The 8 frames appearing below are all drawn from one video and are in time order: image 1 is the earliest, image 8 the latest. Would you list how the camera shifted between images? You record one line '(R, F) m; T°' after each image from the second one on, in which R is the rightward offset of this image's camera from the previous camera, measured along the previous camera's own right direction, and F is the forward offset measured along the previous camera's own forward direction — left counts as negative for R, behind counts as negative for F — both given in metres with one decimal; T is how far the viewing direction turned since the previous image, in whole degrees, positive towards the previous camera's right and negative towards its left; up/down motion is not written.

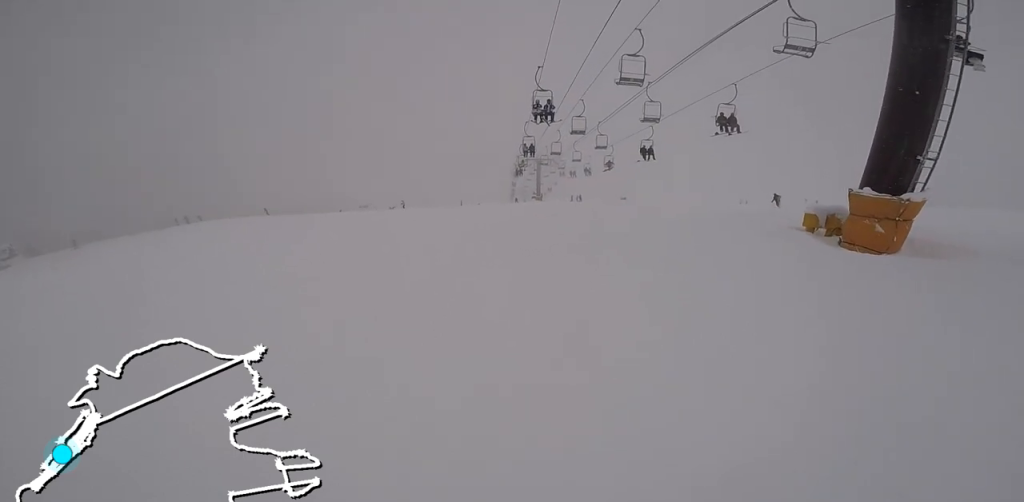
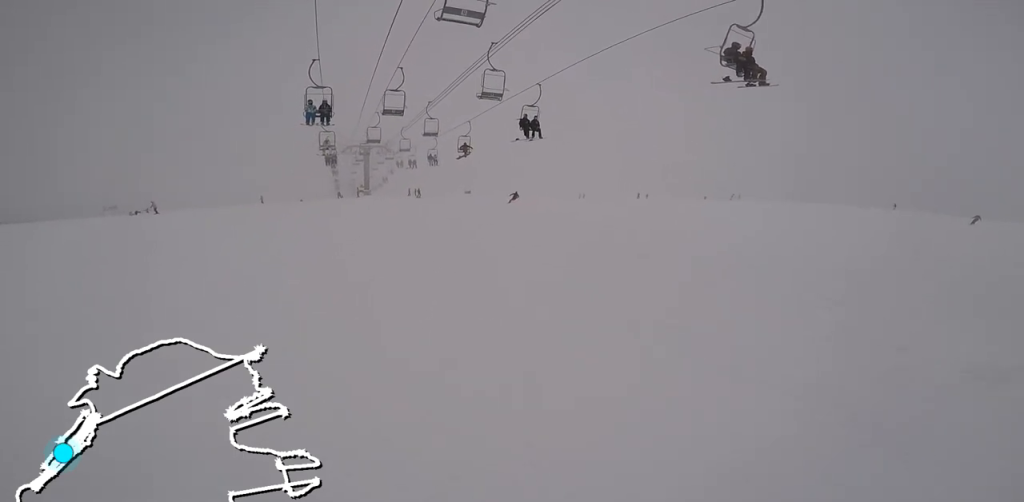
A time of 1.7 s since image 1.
(+2.6, +10.8) m; +12°
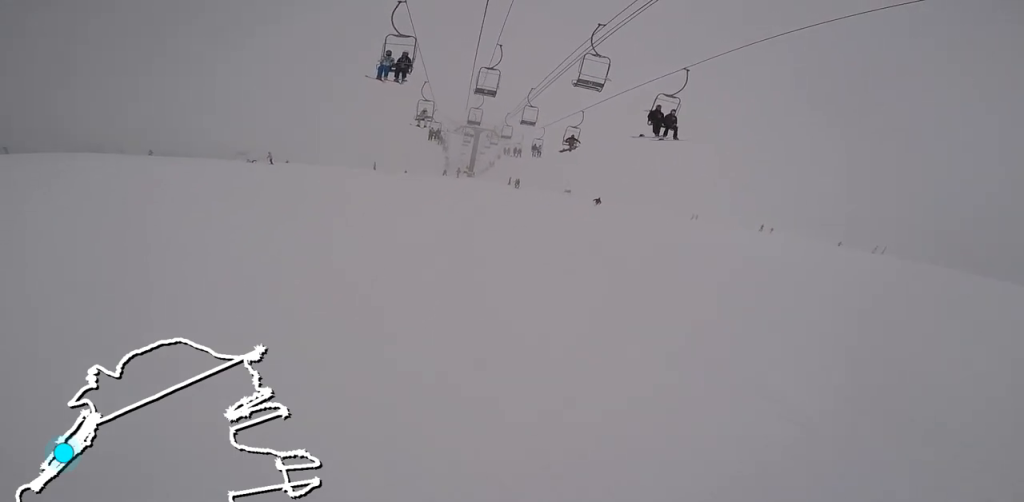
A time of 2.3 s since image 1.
(-0.1, +3.7) m; -7°
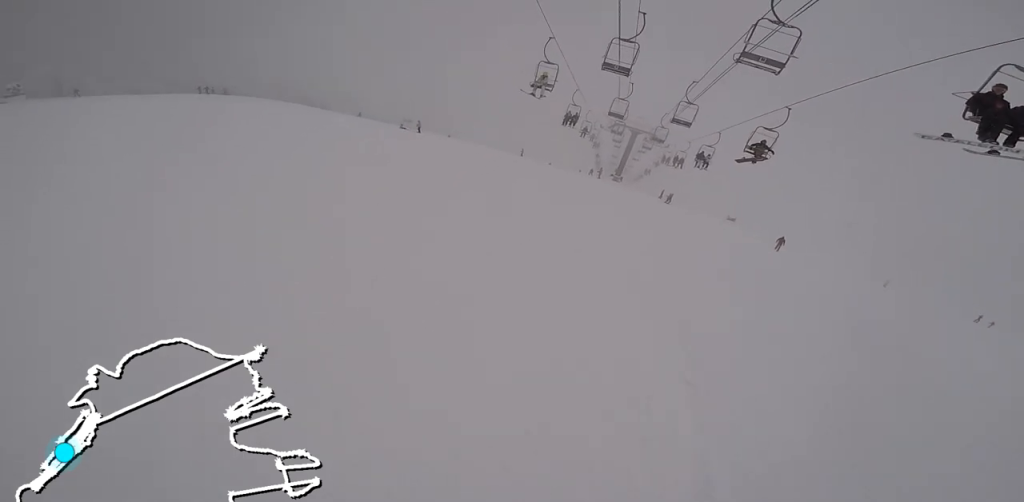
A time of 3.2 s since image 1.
(-0.4, +5.5) m; -17°
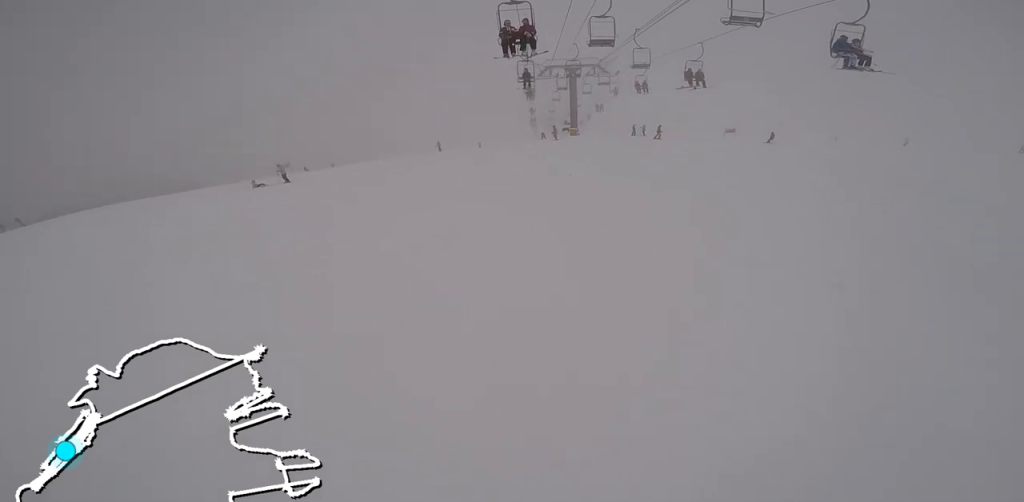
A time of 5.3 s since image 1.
(-2.4, +14.6) m; +11°
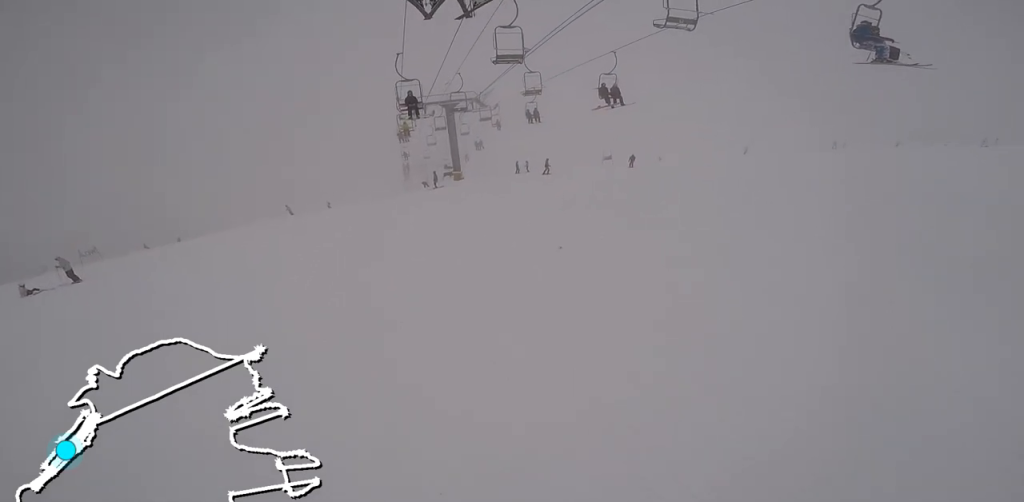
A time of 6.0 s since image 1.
(+1.2, +5.0) m; +19°
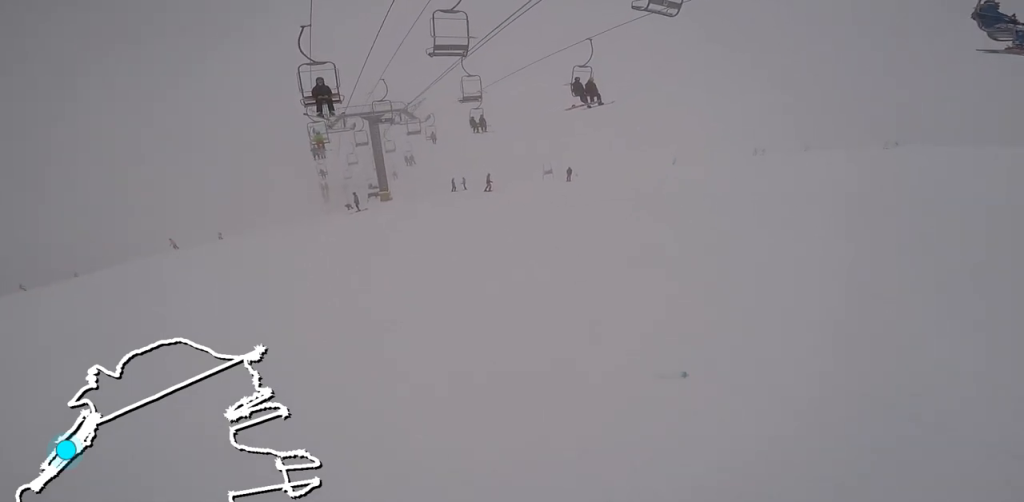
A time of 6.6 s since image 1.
(+0.3, +3.6) m; +1°
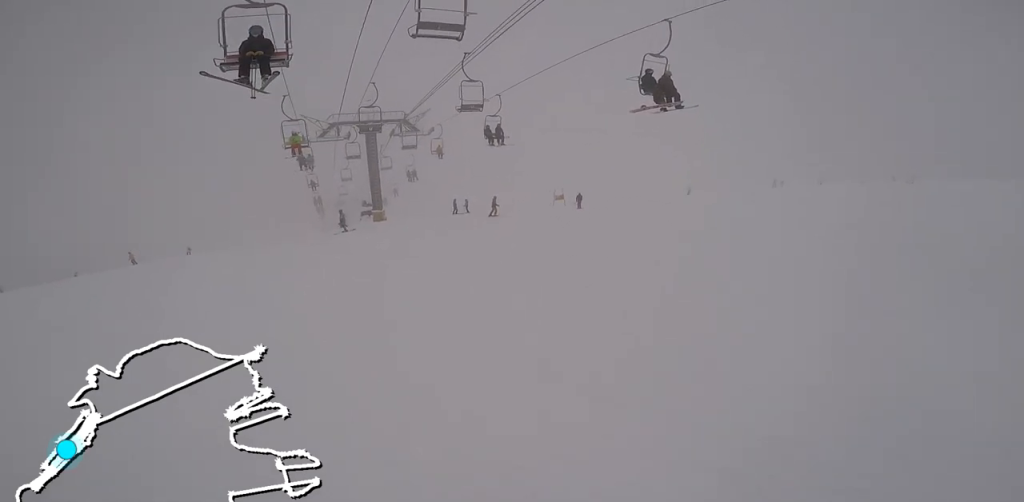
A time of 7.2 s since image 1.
(+0.2, +3.8) m; -1°
